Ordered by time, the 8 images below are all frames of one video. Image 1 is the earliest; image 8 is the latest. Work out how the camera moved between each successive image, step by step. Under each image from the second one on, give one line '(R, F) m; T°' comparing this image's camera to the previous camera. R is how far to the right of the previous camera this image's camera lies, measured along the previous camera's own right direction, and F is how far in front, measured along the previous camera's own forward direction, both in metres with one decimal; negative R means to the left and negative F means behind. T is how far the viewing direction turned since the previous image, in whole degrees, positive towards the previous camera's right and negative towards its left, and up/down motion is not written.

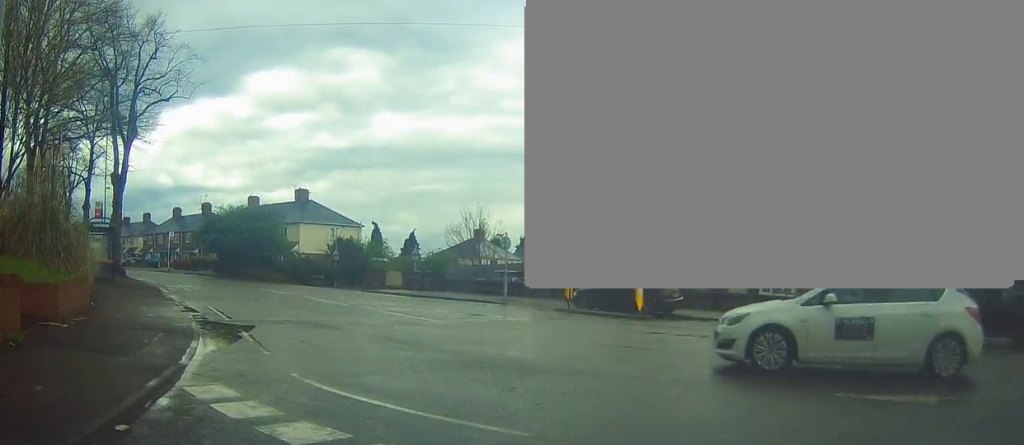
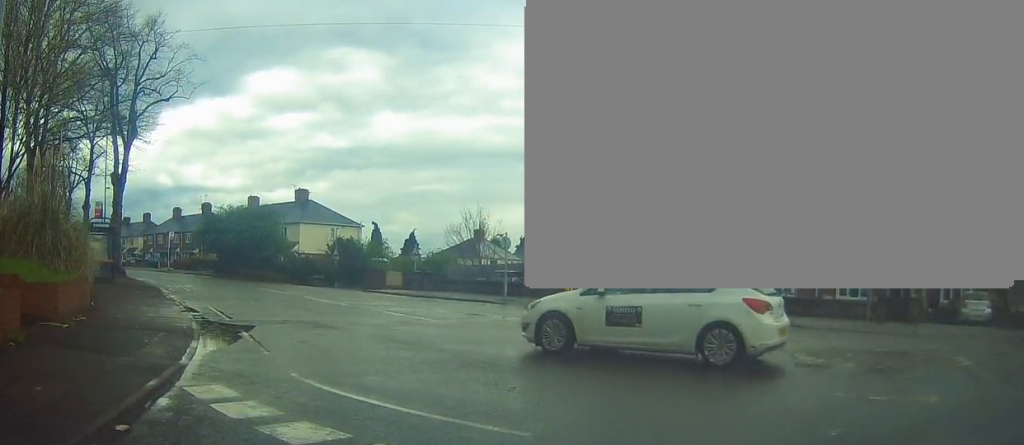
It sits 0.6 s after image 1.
(0.0, 0.0) m; 0°
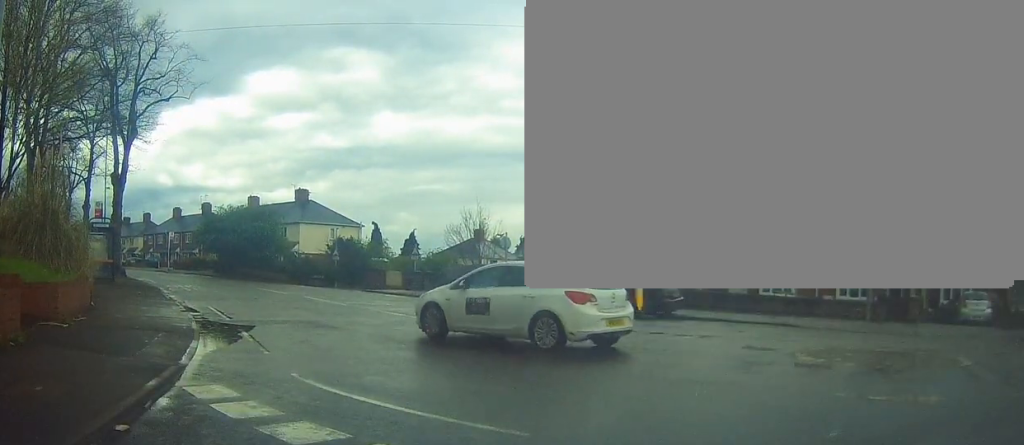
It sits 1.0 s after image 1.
(0.0, 0.0) m; 0°
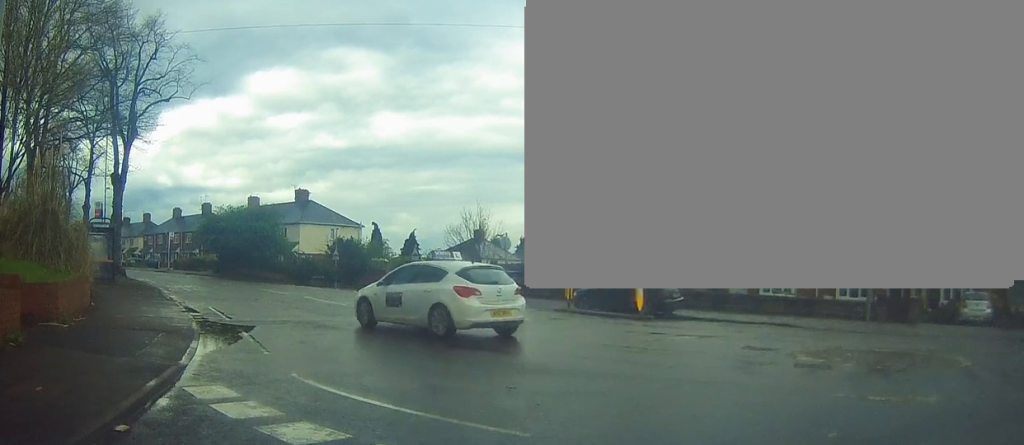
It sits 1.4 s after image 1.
(0.0, 0.0) m; 0°
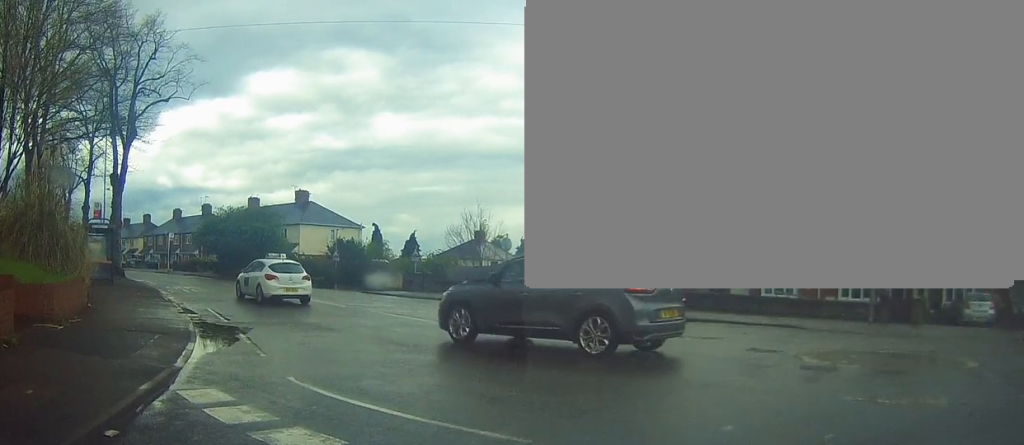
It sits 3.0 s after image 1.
(0.0, 0.0) m; 0°
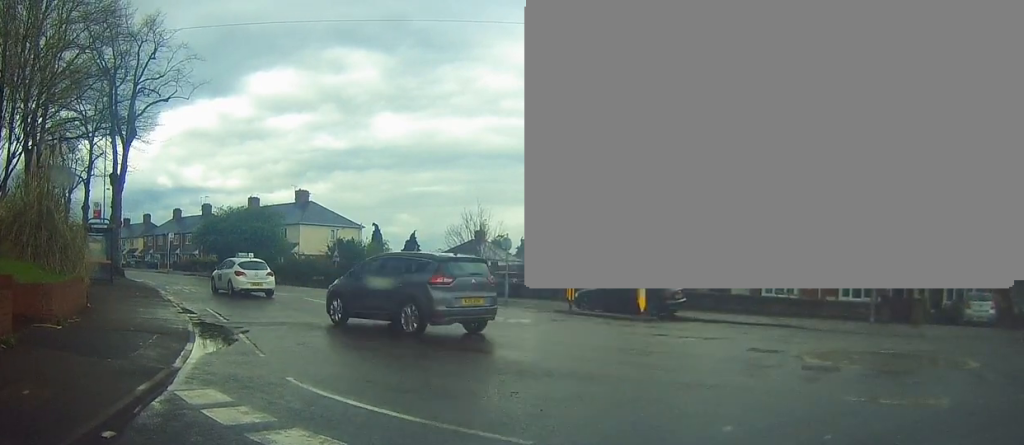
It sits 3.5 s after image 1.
(0.0, 0.0) m; 0°
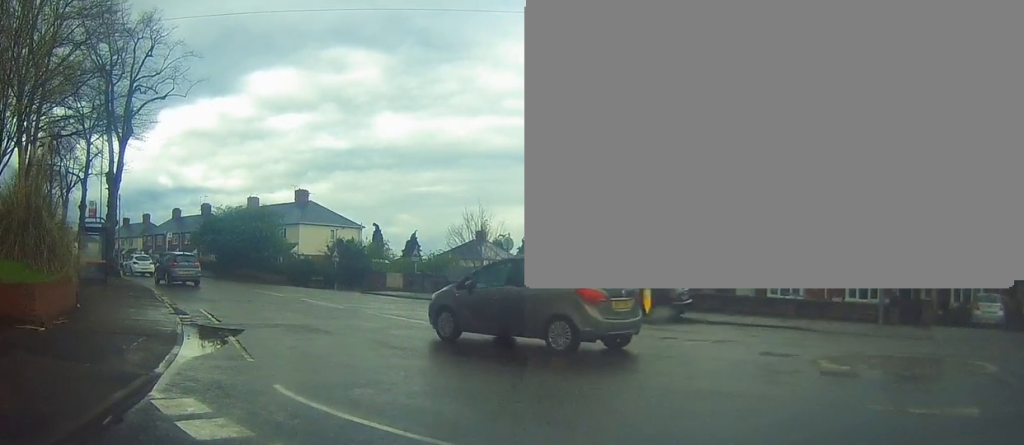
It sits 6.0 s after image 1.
(-0.1, +0.4) m; 0°
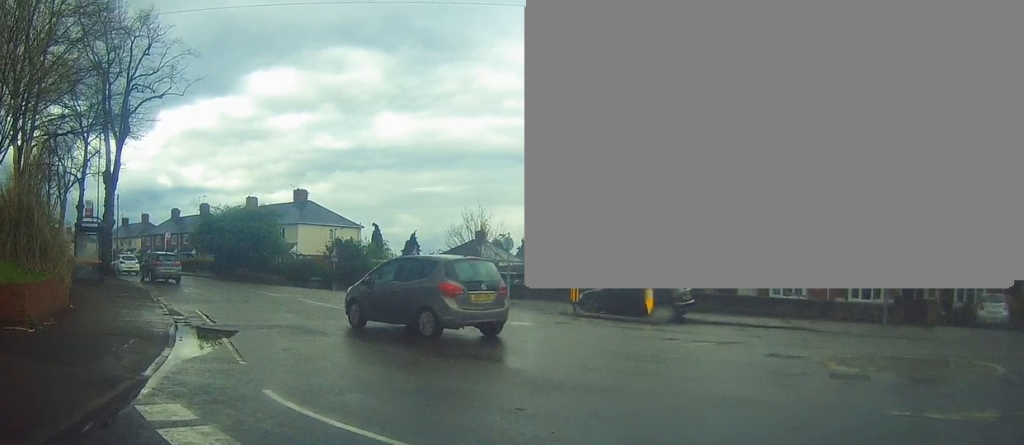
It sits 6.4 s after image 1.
(-0.2, +0.2) m; 0°
